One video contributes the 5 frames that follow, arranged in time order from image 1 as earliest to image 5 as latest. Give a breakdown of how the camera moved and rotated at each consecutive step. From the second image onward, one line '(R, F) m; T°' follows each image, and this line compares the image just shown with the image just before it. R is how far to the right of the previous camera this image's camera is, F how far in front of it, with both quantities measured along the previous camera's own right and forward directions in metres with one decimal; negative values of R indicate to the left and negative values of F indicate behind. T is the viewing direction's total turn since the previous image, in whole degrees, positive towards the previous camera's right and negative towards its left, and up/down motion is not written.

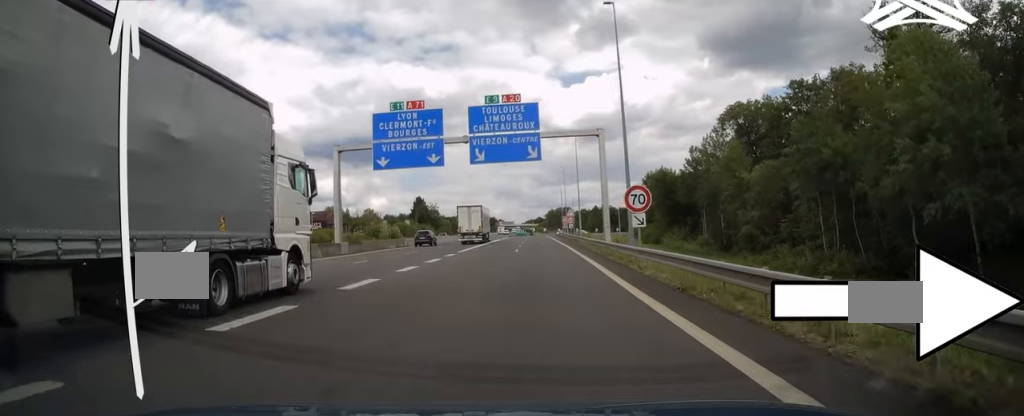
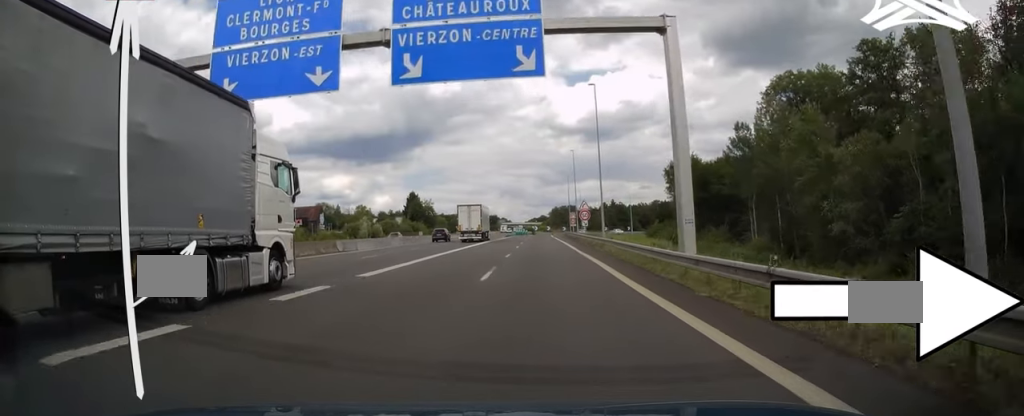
(+0.1, +22.4) m; 0°
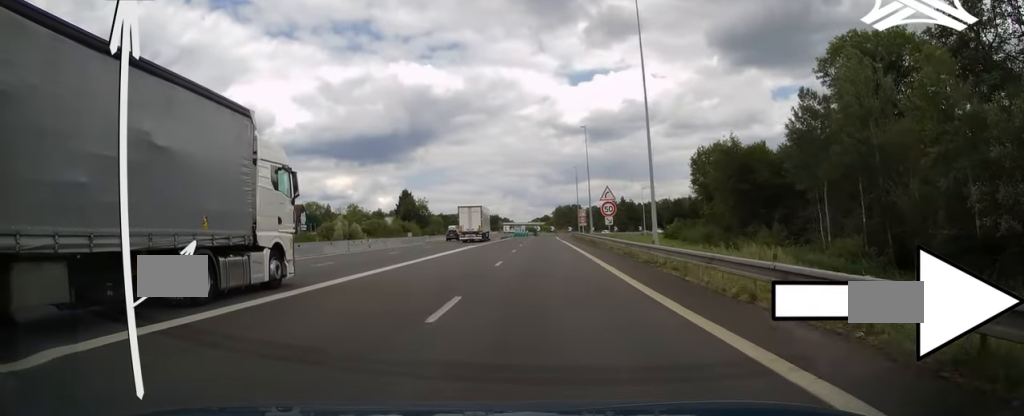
(+0.1, +20.1) m; 0°
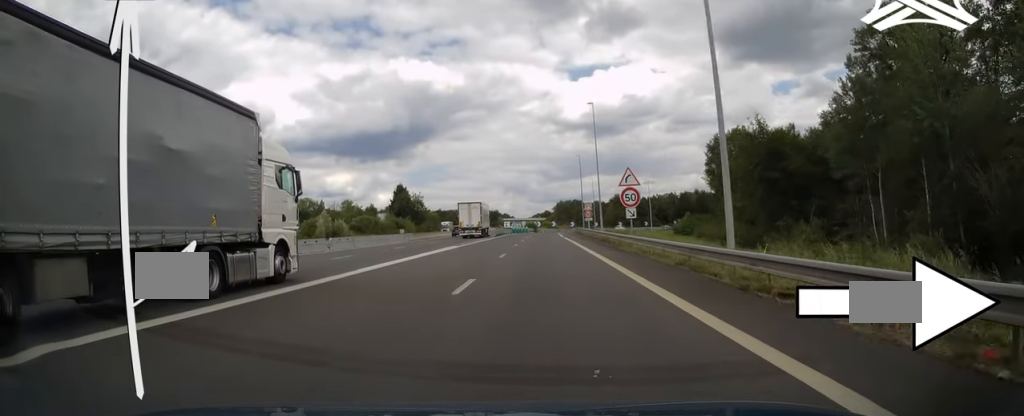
(-0.1, +10.3) m; 0°
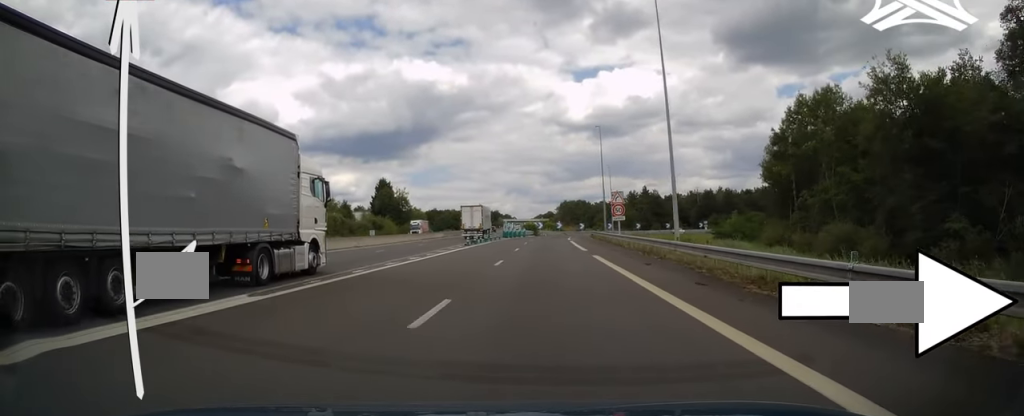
(+0.1, +30.7) m; 0°
